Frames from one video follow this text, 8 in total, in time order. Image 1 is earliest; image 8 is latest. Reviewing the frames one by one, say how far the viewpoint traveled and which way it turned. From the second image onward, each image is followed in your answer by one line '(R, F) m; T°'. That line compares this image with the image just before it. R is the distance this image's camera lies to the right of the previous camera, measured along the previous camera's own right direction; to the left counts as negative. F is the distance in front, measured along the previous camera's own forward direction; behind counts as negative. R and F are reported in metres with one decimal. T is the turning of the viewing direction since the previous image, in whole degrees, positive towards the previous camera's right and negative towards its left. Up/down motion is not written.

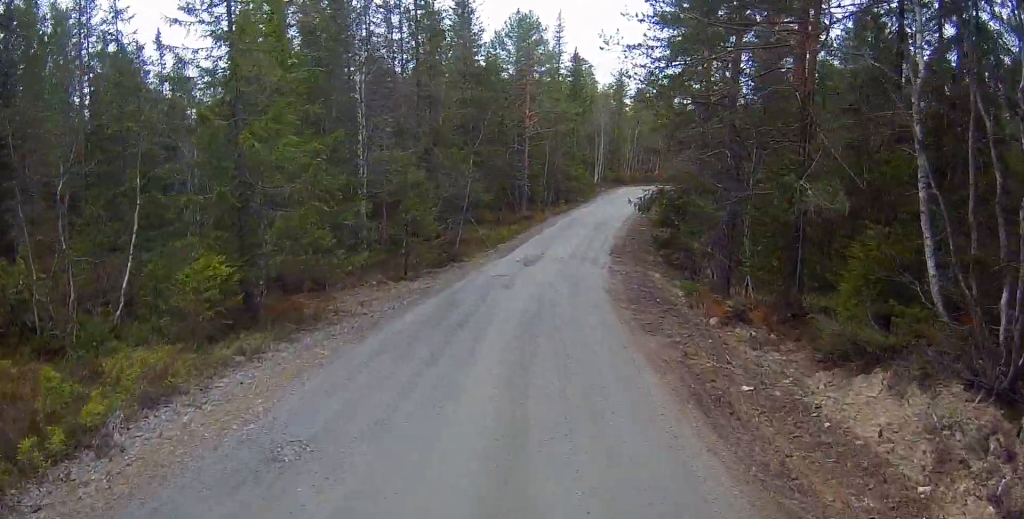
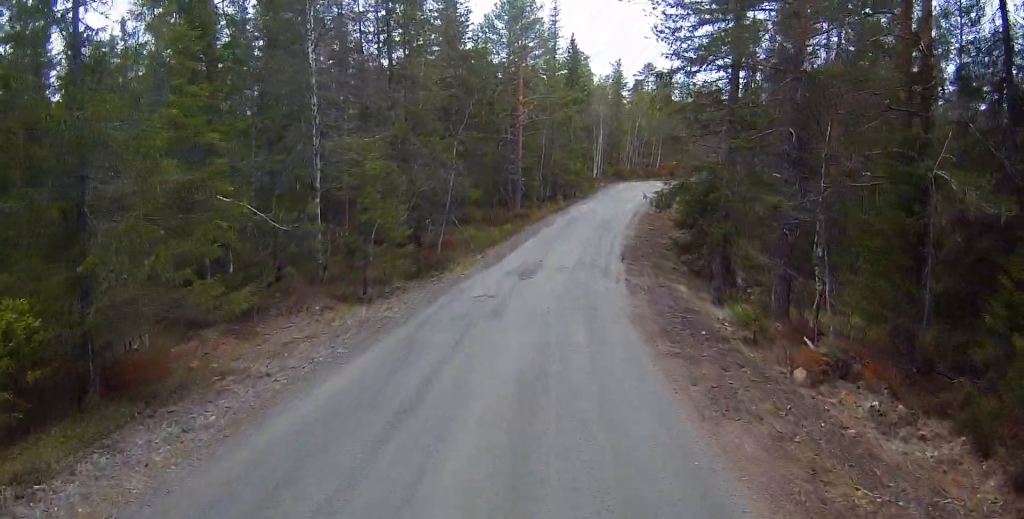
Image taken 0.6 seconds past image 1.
(0.0, +4.3) m; +2°
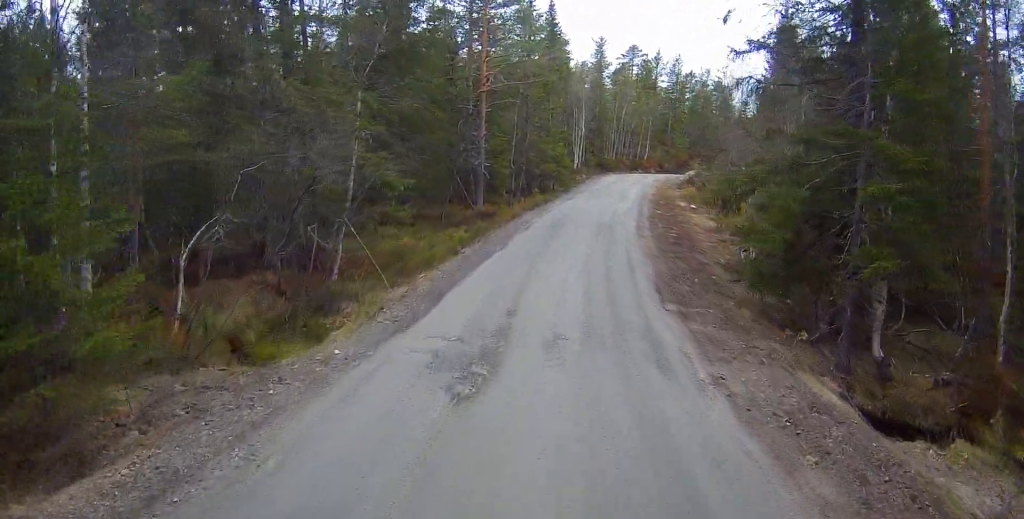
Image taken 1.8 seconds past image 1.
(+0.3, +9.5) m; +1°
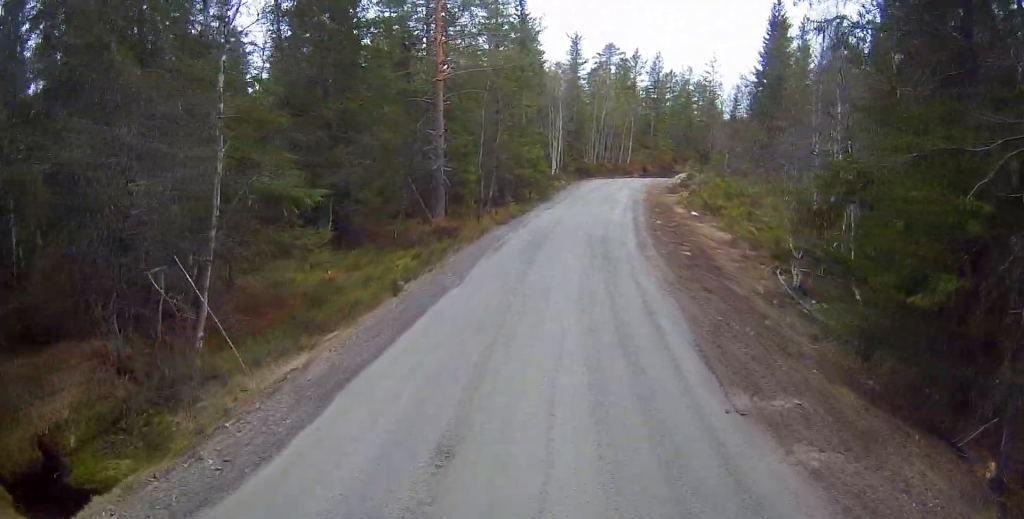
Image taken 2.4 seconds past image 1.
(0.0, +5.1) m; 0°
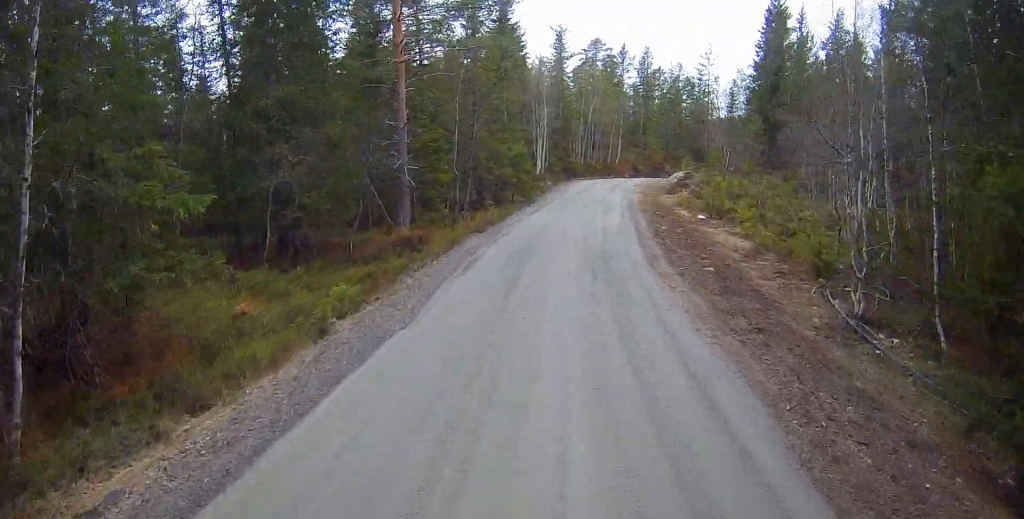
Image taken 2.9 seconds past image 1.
(0.0, +3.7) m; +1°
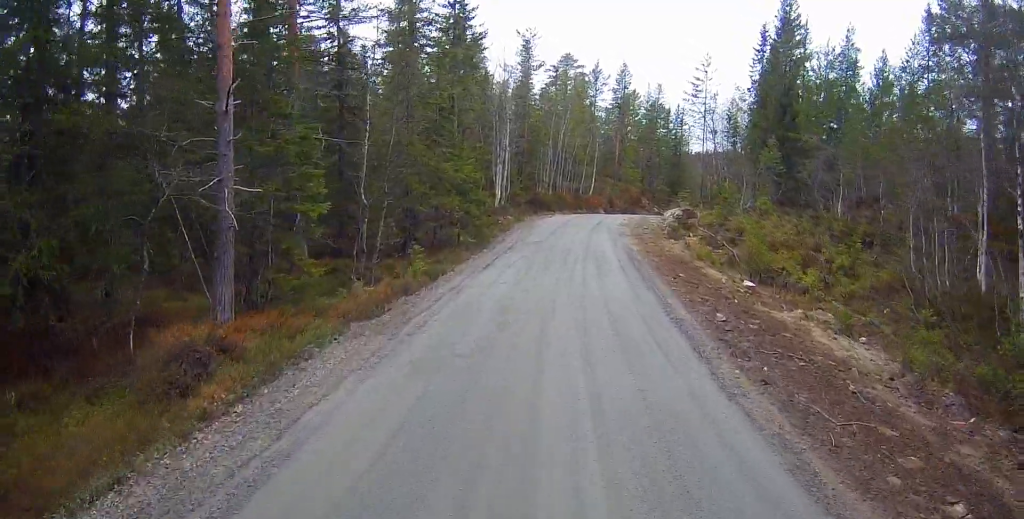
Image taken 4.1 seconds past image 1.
(+0.2, +9.7) m; +3°
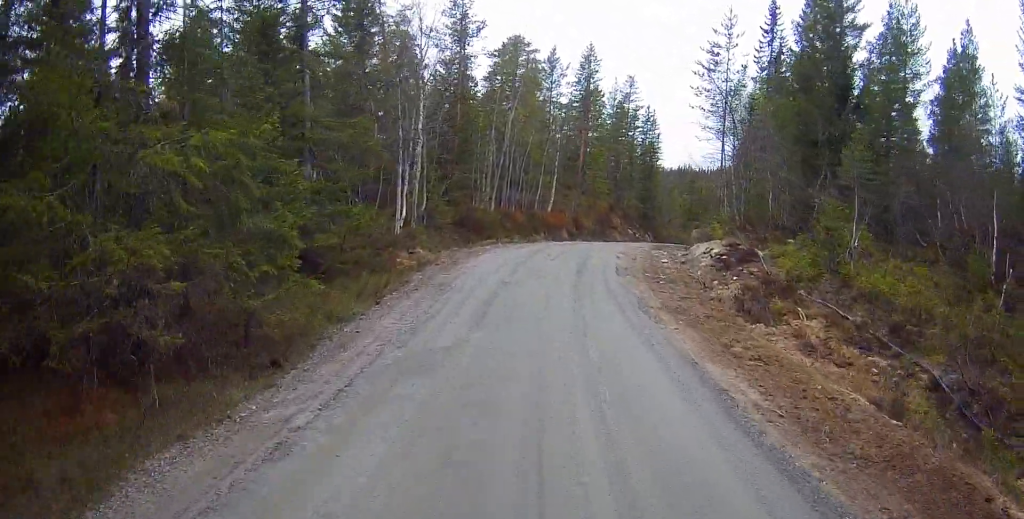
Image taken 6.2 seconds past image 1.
(+0.5, +14.7) m; +4°
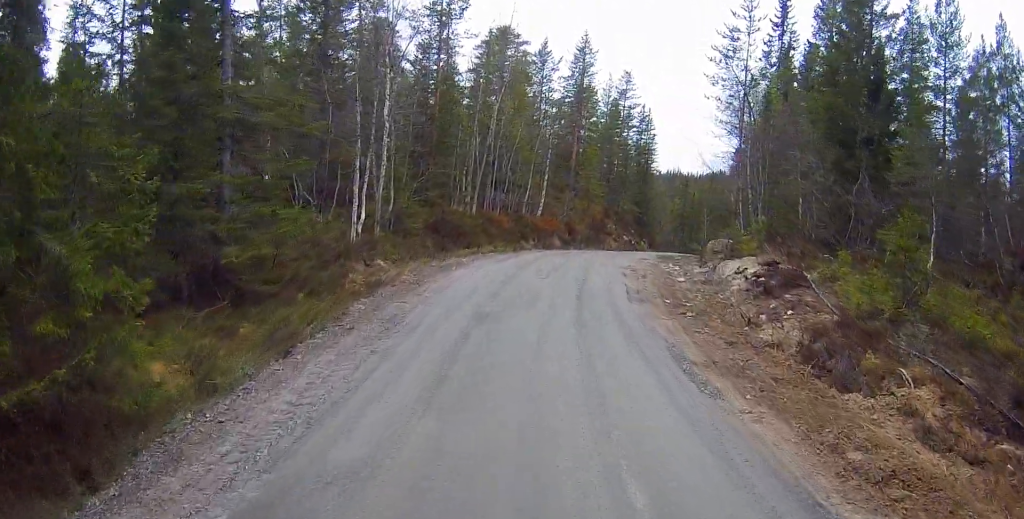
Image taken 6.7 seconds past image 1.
(0.0, +3.9) m; +1°
